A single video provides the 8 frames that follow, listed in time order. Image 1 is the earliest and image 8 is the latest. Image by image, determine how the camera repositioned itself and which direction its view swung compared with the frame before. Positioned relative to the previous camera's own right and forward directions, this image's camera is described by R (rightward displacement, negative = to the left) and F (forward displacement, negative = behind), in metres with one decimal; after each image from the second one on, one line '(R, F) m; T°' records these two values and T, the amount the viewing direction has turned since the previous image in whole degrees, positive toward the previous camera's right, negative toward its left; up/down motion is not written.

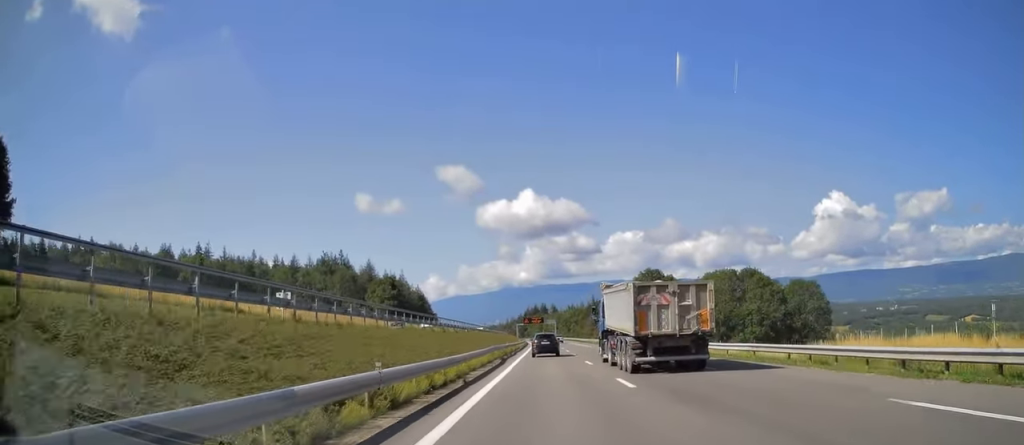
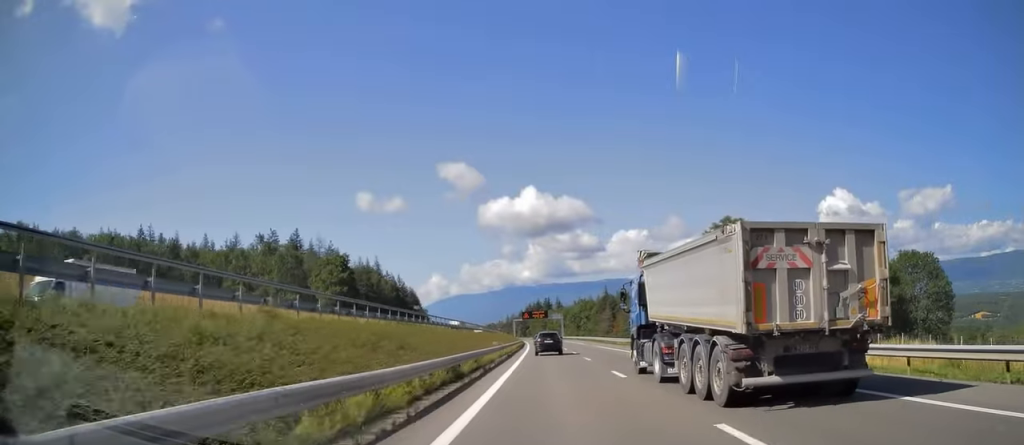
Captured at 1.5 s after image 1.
(0.0, +48.0) m; 0°
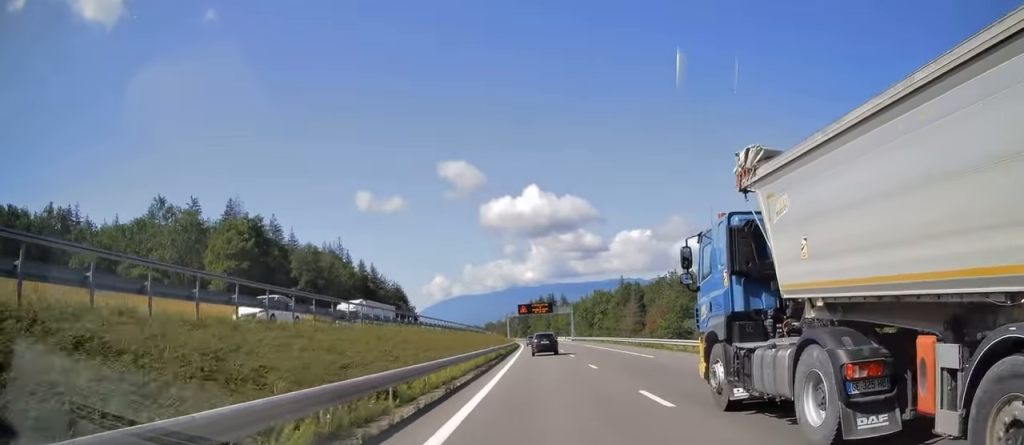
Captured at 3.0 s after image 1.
(-0.4, +46.0) m; -1°
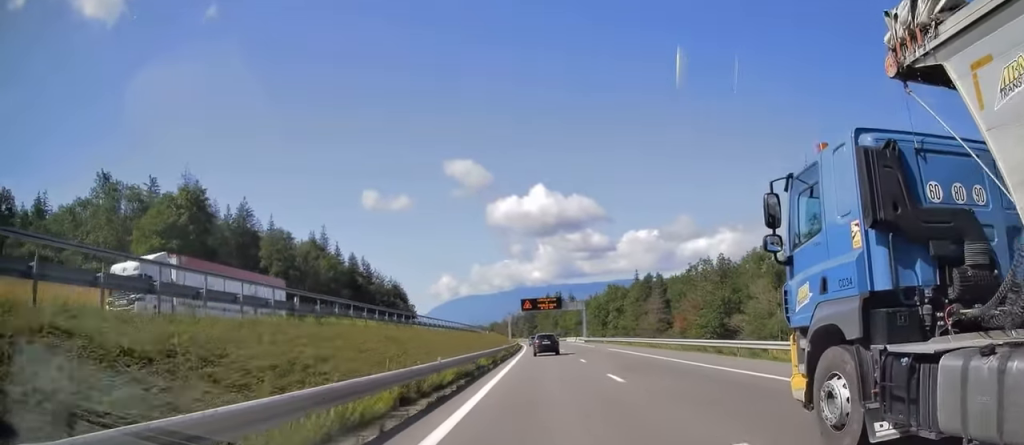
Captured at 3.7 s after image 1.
(-0.1, +19.7) m; 0°
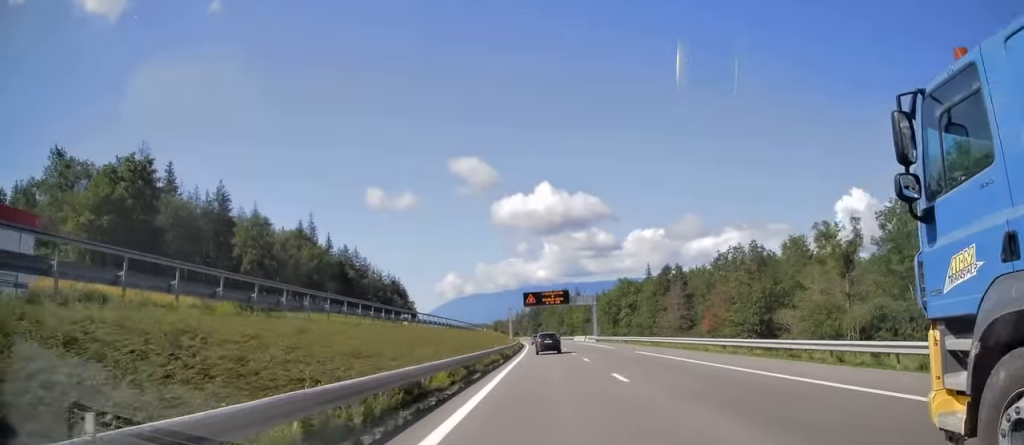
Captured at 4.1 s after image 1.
(0.0, +13.4) m; 0°
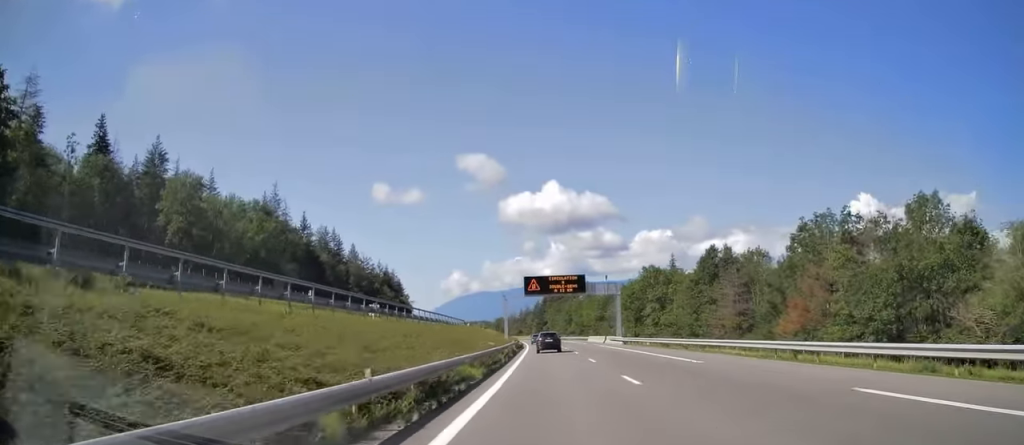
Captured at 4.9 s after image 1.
(-0.2, +26.4) m; 0°
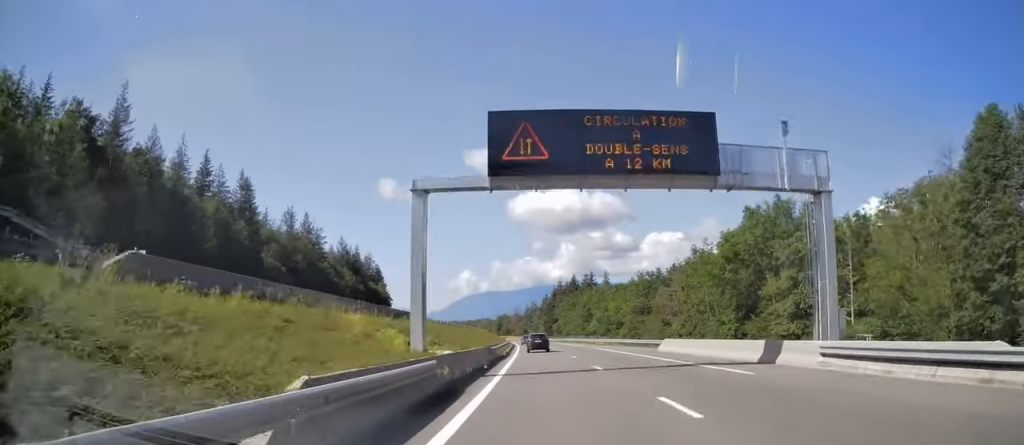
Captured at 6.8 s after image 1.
(-0.2, +57.8) m; -1°
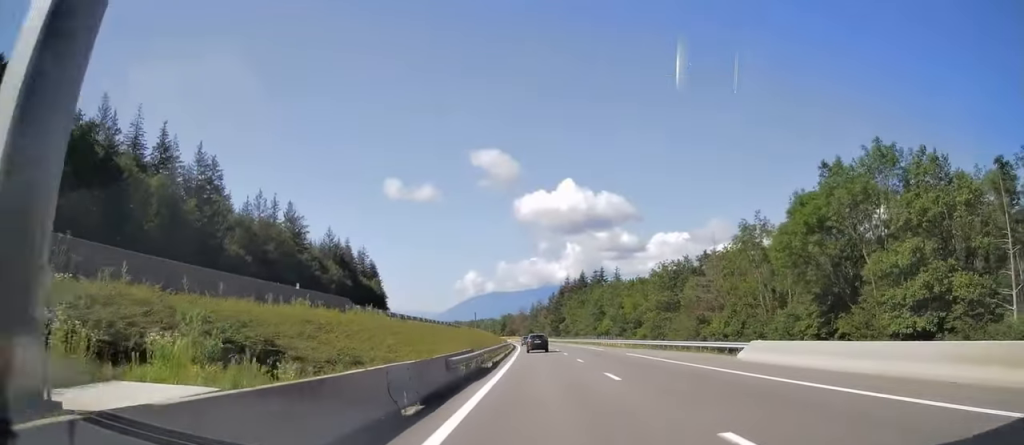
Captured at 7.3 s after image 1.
(0.0, +17.3) m; -1°
